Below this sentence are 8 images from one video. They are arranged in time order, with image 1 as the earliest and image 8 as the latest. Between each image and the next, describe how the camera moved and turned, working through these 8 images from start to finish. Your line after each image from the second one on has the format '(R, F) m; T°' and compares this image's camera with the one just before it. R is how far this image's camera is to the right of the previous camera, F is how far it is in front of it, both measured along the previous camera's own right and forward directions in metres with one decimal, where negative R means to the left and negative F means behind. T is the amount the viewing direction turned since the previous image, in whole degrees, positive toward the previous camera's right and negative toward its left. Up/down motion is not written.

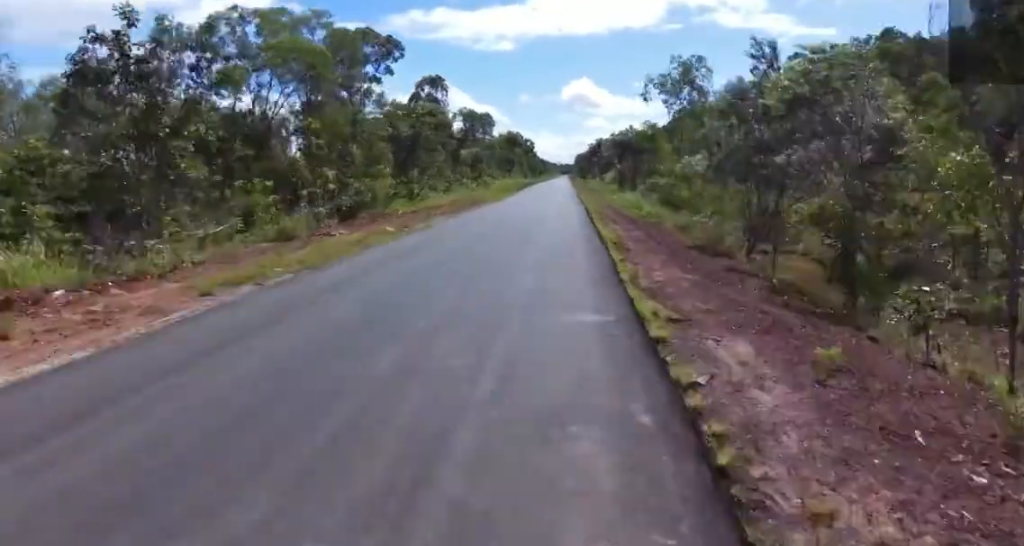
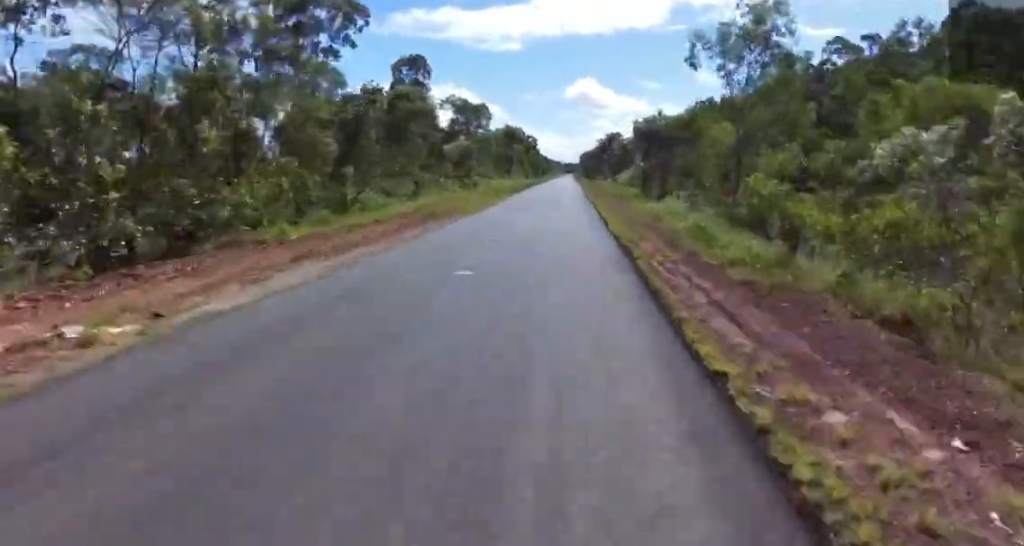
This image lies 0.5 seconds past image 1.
(-1.1, +14.3) m; -1°
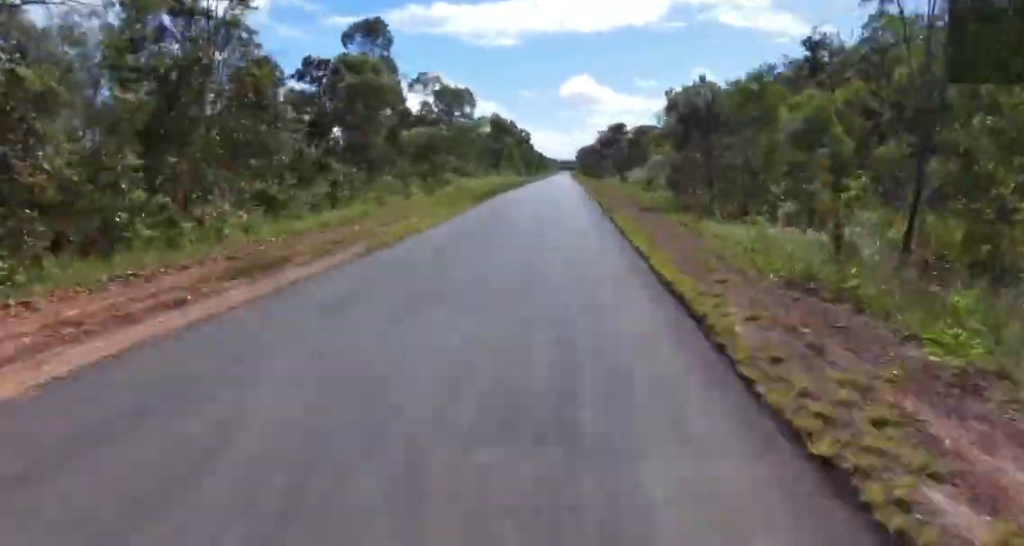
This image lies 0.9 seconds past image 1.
(-0.8, +14.3) m; -1°
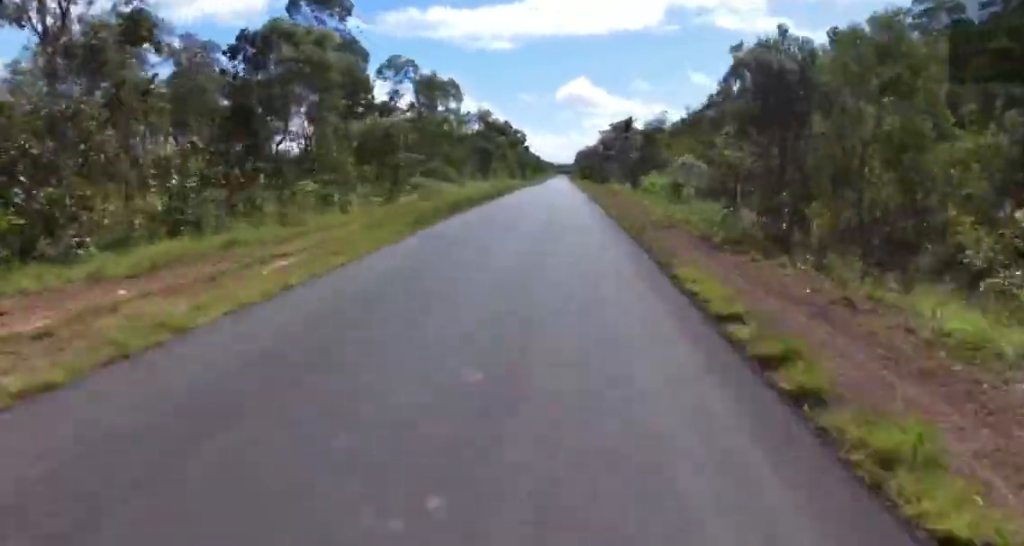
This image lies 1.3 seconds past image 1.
(+0.2, +12.2) m; +1°
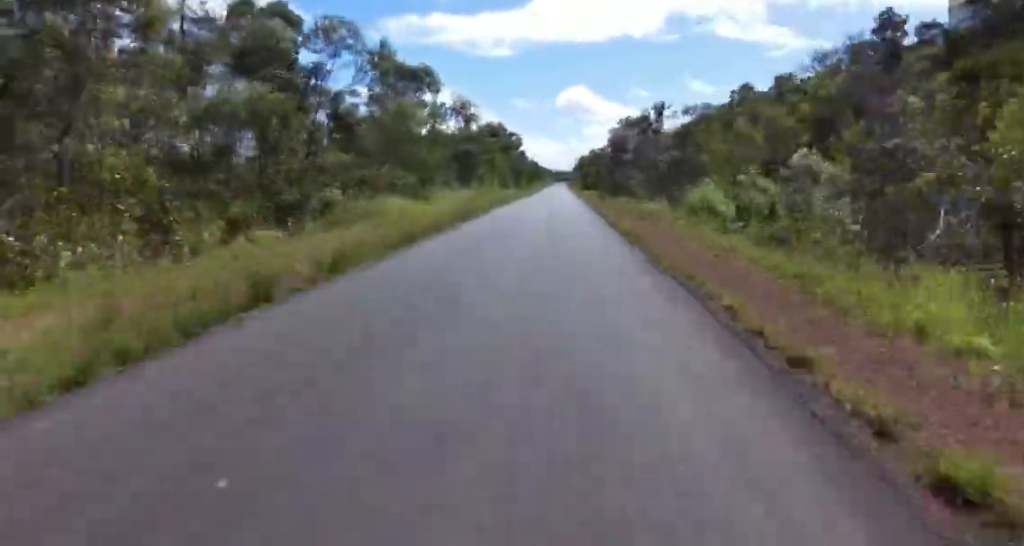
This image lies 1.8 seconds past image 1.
(+0.3, +14.2) m; +1°
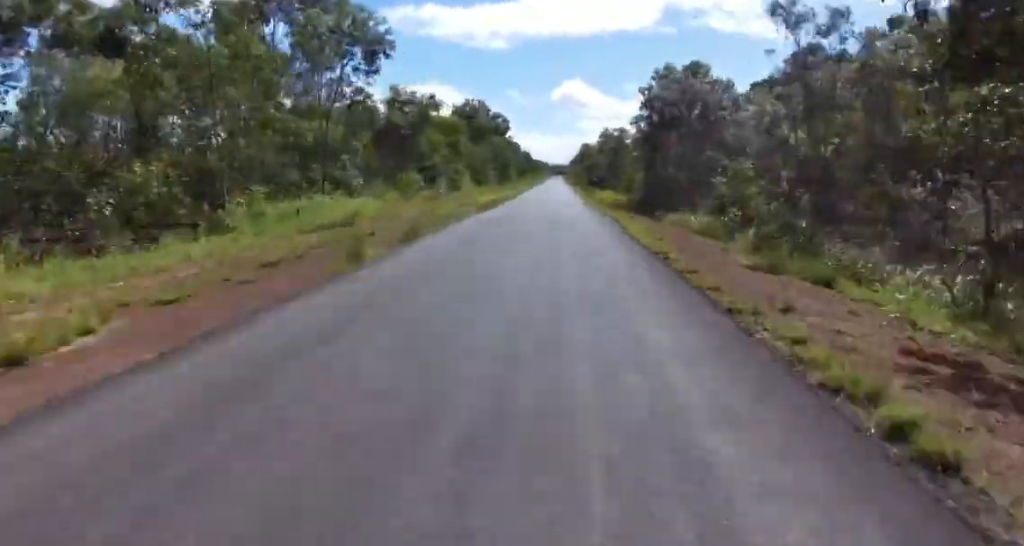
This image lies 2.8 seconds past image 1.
(+0.3, +28.7) m; +1°
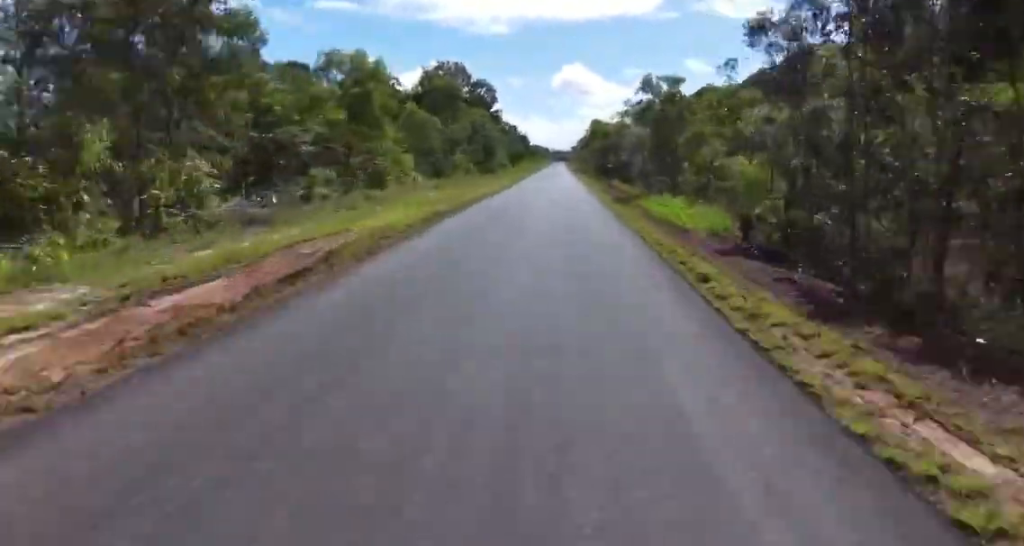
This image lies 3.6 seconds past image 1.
(+0.2, +25.8) m; +1°
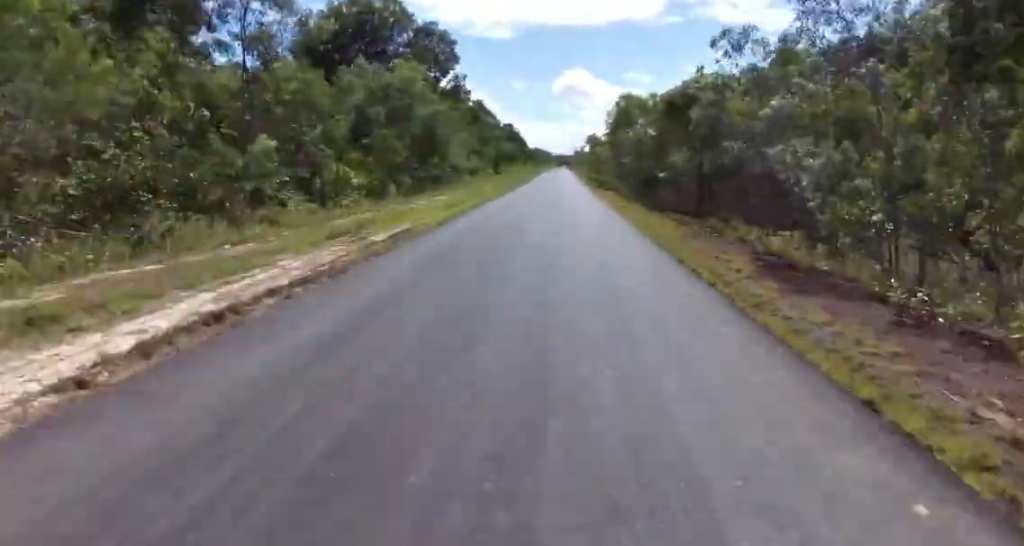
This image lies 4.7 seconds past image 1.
(+0.3, +34.6) m; +1°
